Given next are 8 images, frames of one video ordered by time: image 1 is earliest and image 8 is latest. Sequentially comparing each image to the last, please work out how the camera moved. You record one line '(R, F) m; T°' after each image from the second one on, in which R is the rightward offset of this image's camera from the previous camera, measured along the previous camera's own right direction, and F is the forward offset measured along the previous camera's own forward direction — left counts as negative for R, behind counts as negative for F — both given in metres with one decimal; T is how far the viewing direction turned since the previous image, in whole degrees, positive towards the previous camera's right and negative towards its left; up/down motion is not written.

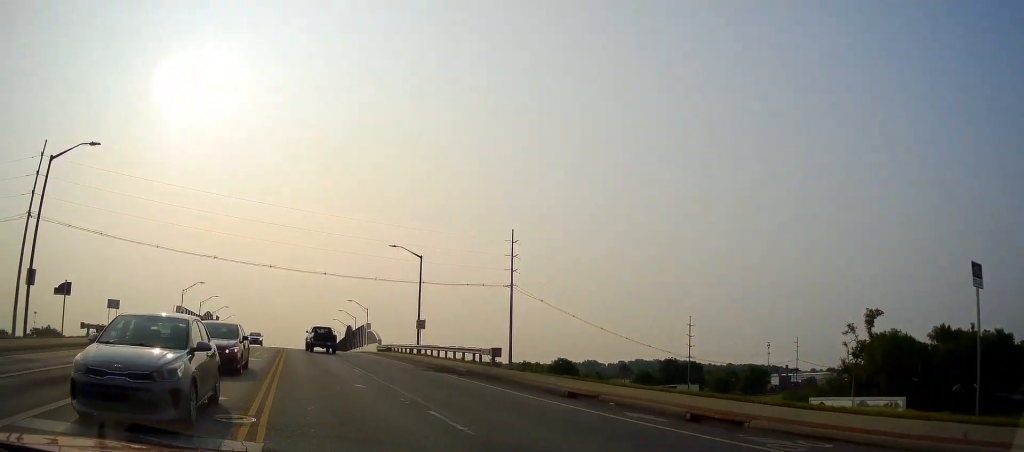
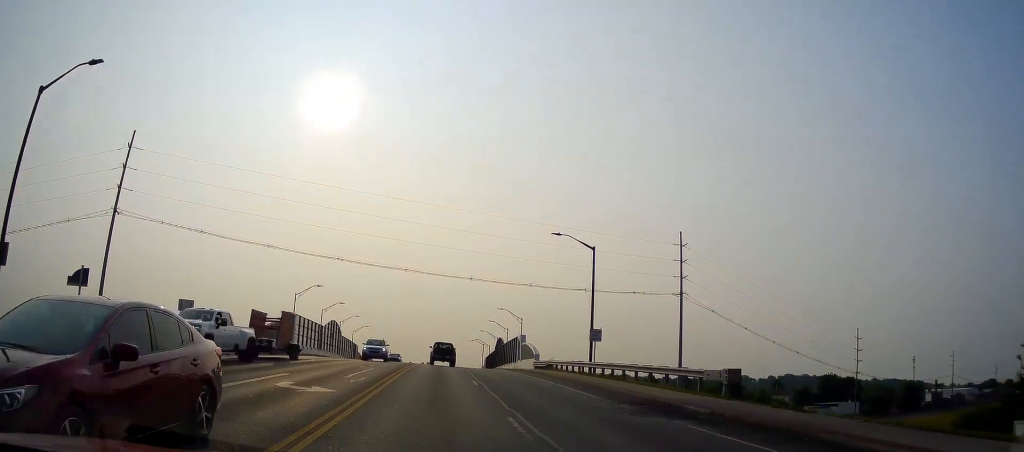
(-1.3, +11.9) m; -12°
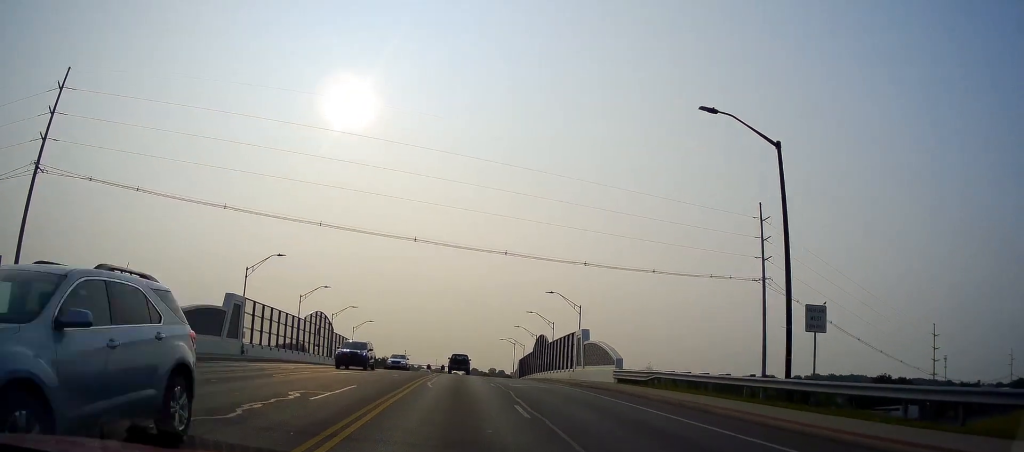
(-2.3, +21.9) m; -7°
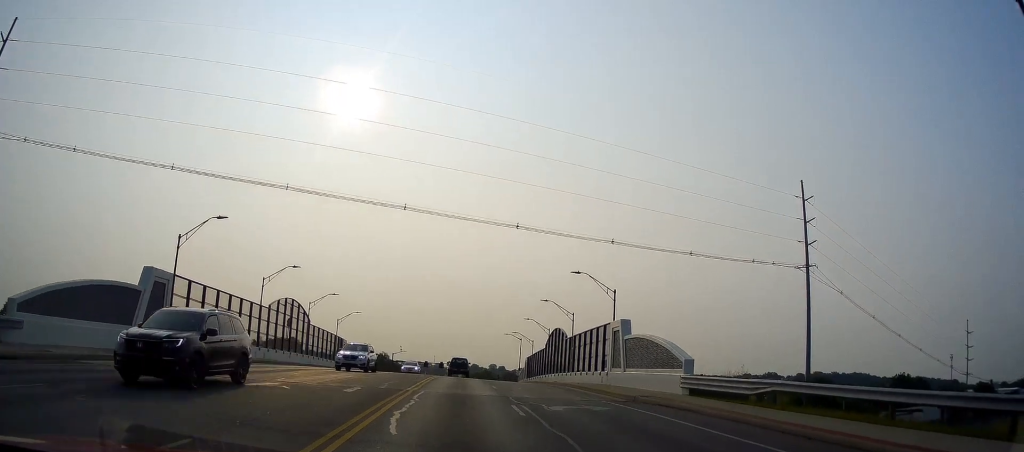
(-0.1, +11.3) m; 0°
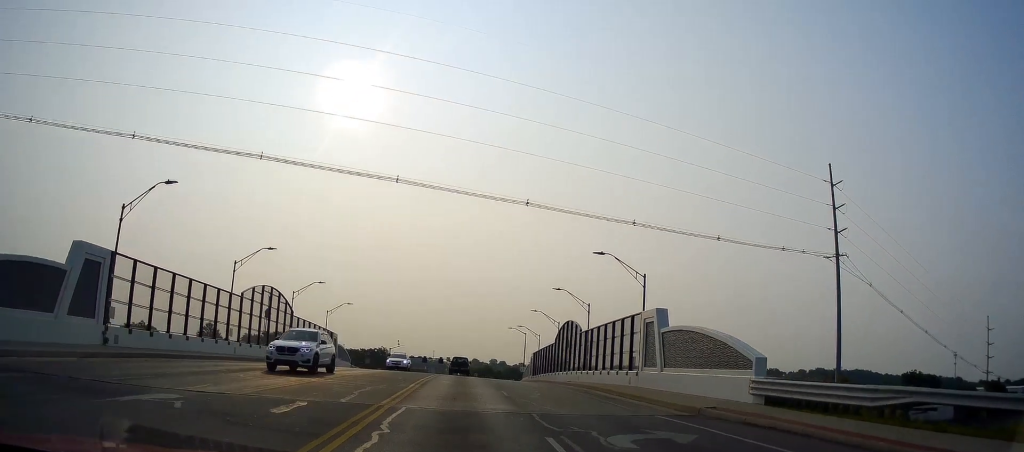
(0.0, +6.4) m; 0°
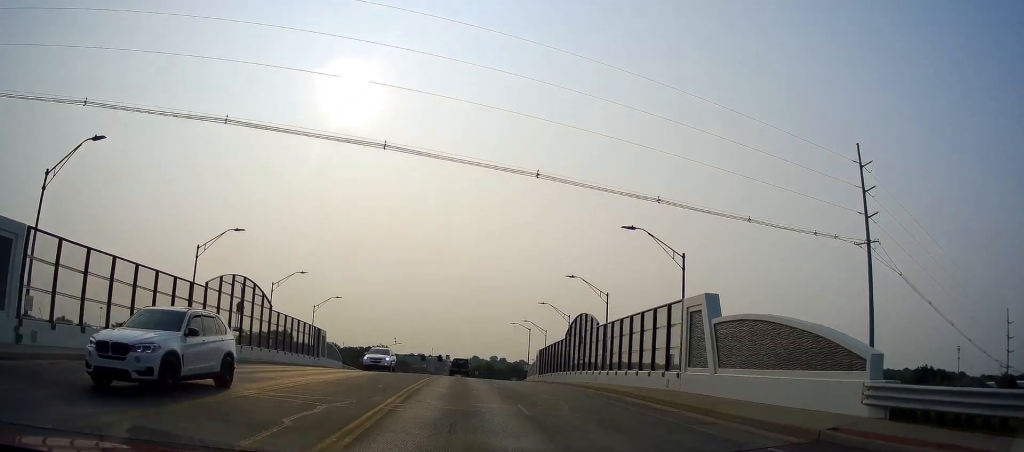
(0.0, +6.0) m; 0°
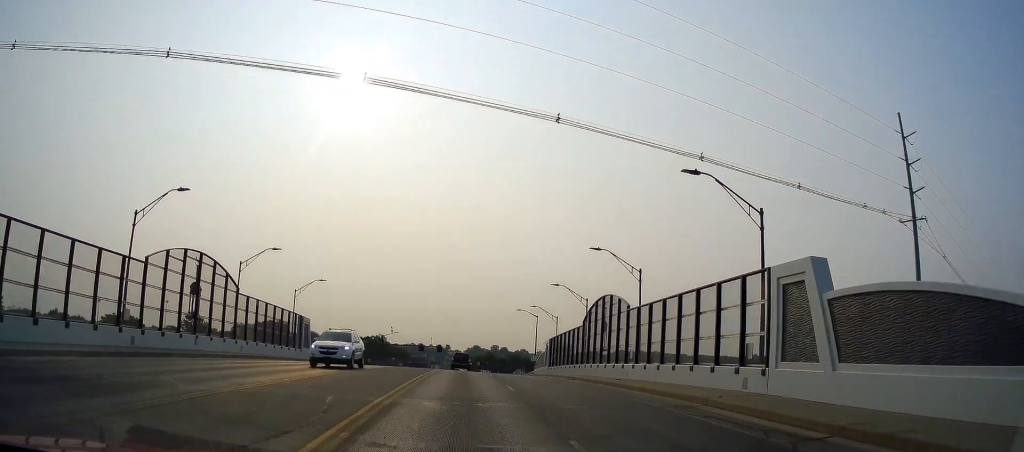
(0.0, +7.6) m; 0°
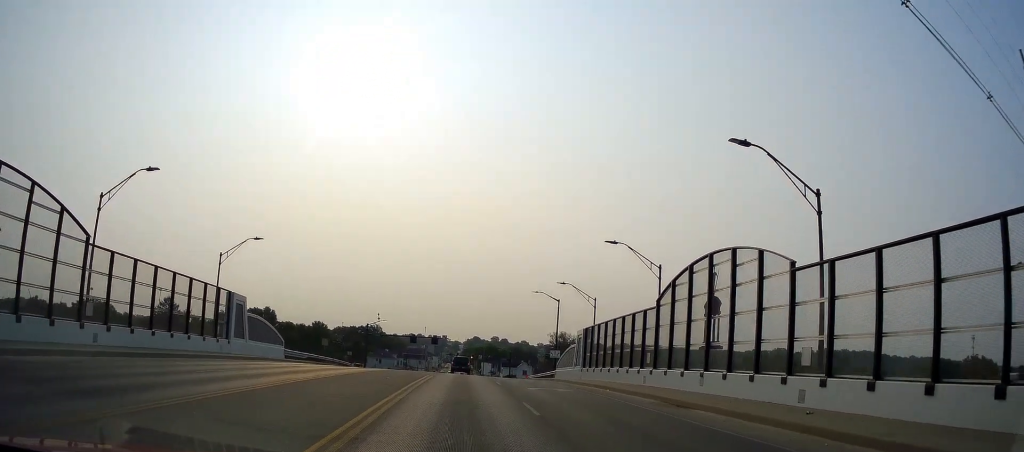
(0.0, +18.1) m; 0°
